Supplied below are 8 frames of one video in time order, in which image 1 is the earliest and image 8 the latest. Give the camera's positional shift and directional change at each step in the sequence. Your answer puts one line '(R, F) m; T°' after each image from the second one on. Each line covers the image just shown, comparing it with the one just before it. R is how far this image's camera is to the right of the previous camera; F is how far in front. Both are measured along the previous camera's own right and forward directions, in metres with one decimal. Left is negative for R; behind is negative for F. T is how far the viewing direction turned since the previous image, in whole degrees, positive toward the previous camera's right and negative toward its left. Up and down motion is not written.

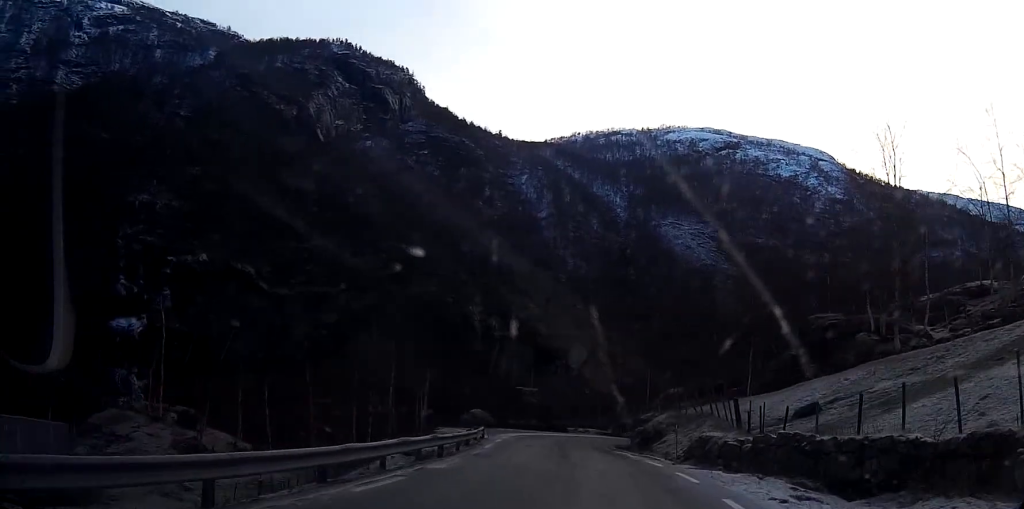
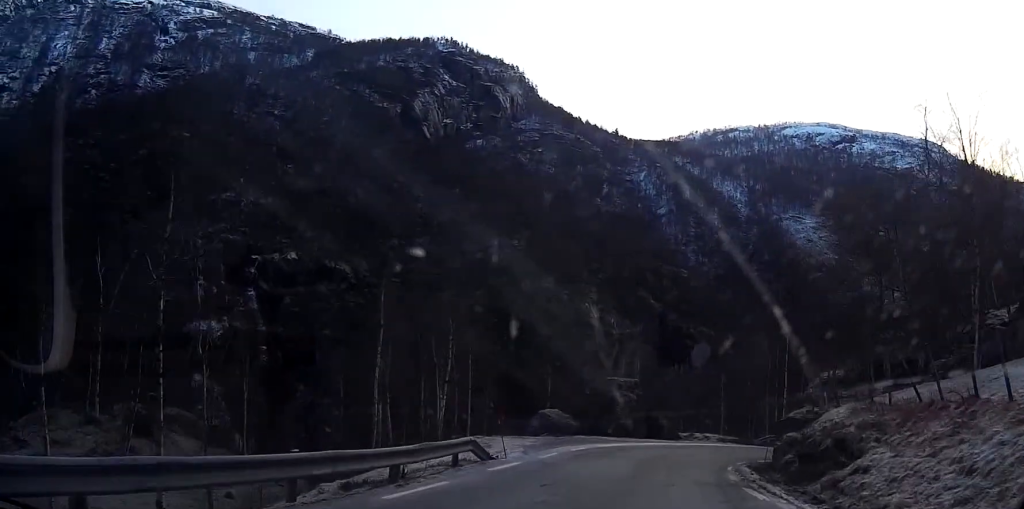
(-1.3, +19.9) m; -9°
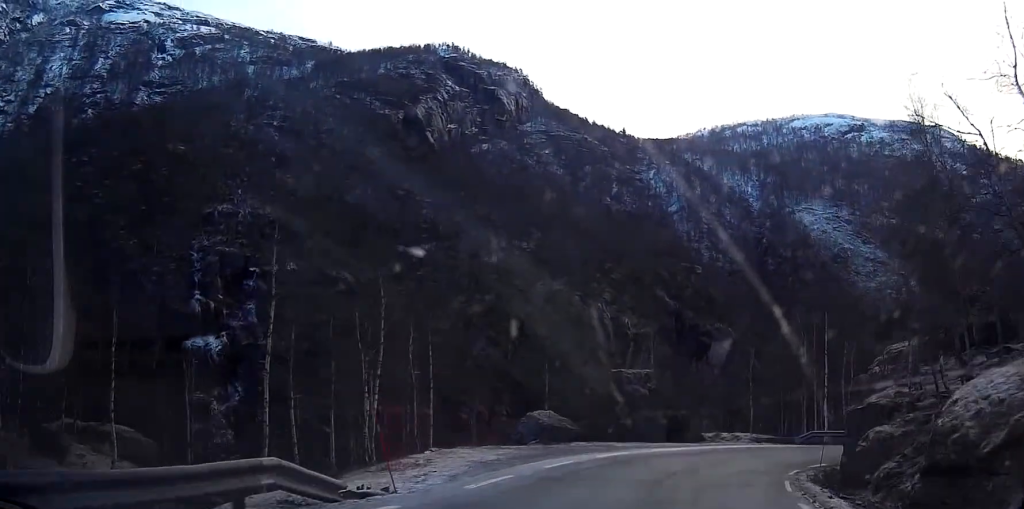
(-0.5, +9.8) m; -2°
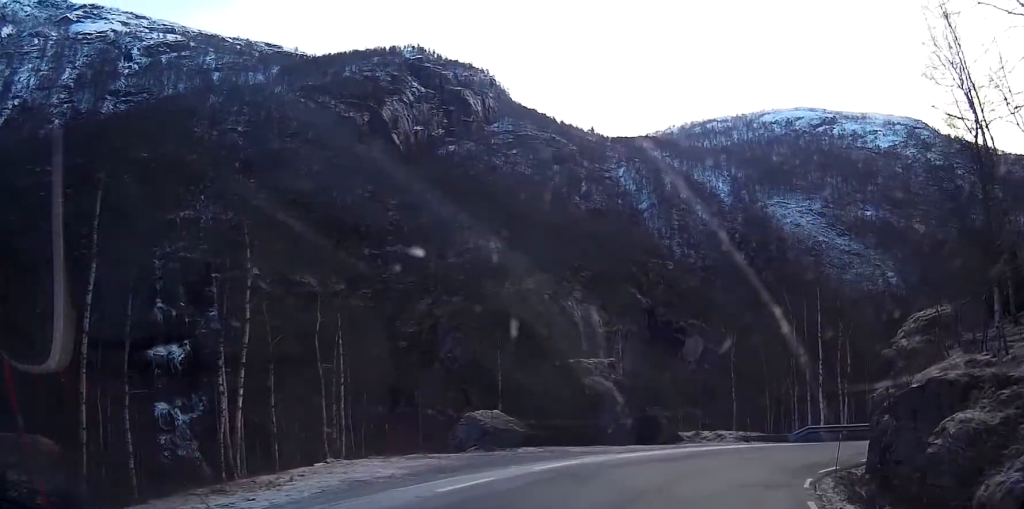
(-0.1, +6.5) m; +2°
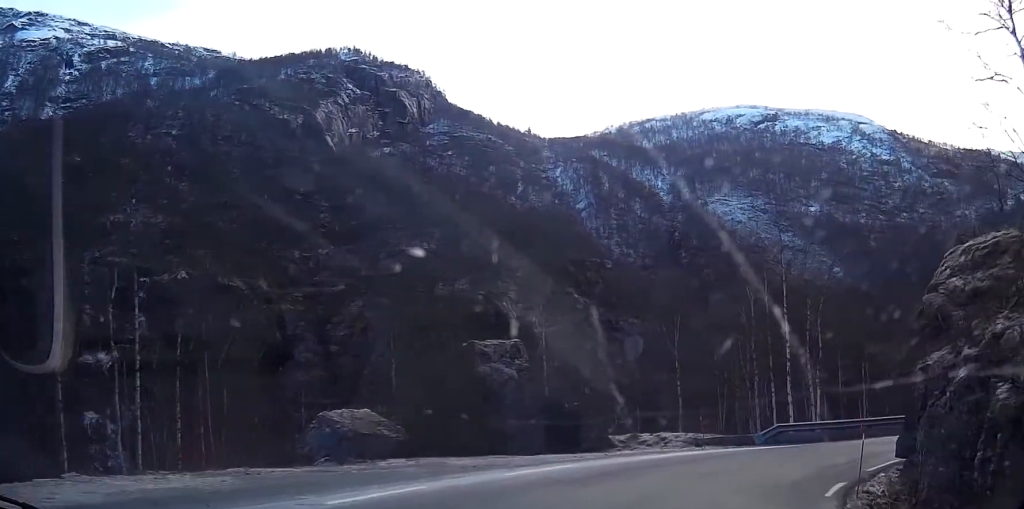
(+0.5, +8.3) m; +7°
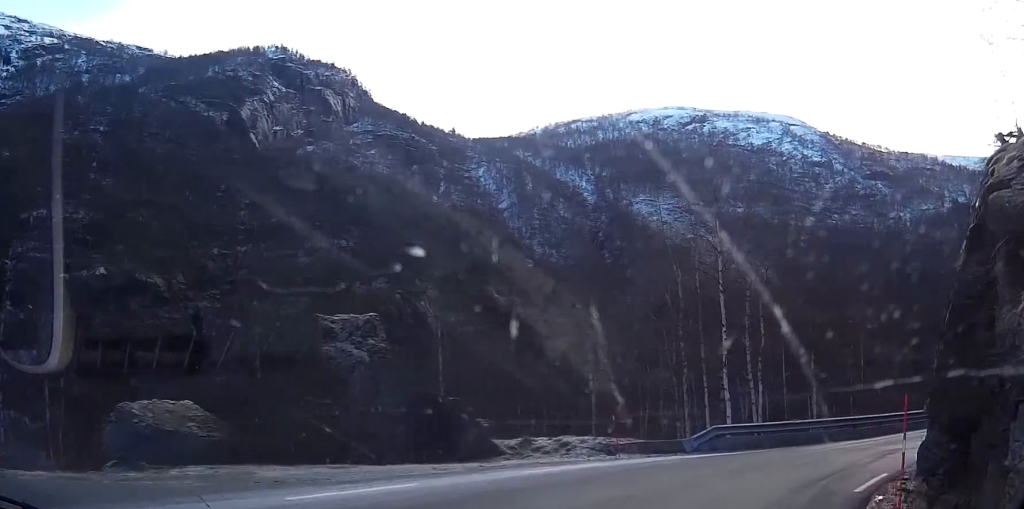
(+0.3, +6.1) m; +7°
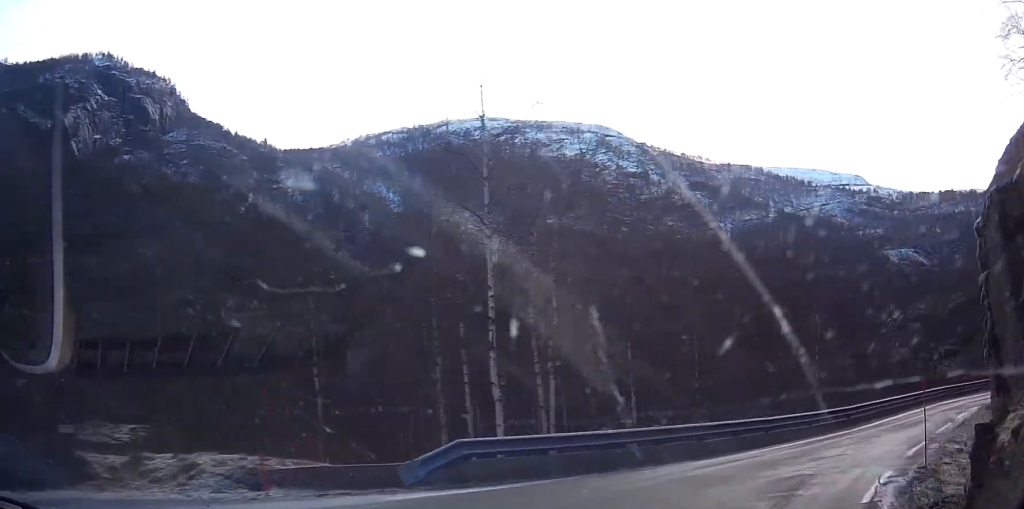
(+1.0, +9.7) m; +13°
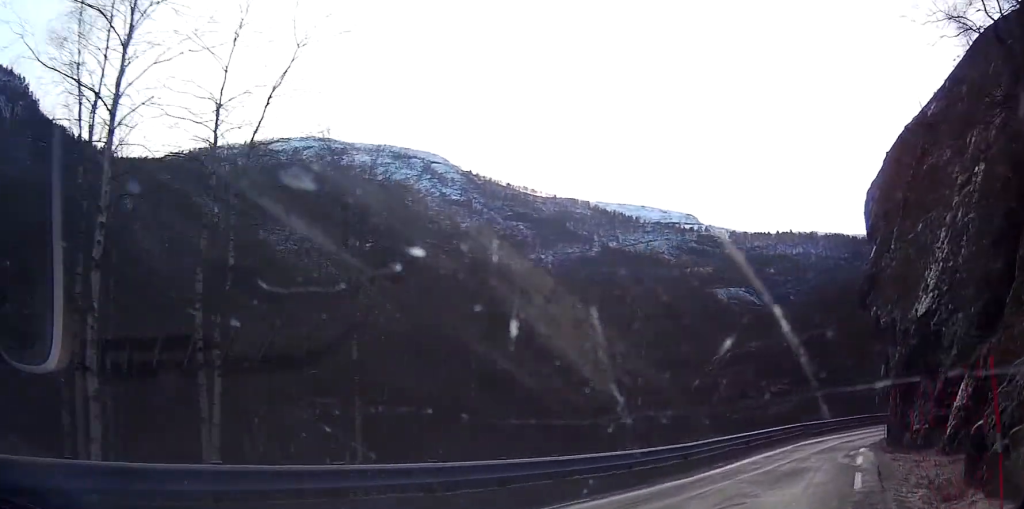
(+0.8, +8.4) m; +10°
